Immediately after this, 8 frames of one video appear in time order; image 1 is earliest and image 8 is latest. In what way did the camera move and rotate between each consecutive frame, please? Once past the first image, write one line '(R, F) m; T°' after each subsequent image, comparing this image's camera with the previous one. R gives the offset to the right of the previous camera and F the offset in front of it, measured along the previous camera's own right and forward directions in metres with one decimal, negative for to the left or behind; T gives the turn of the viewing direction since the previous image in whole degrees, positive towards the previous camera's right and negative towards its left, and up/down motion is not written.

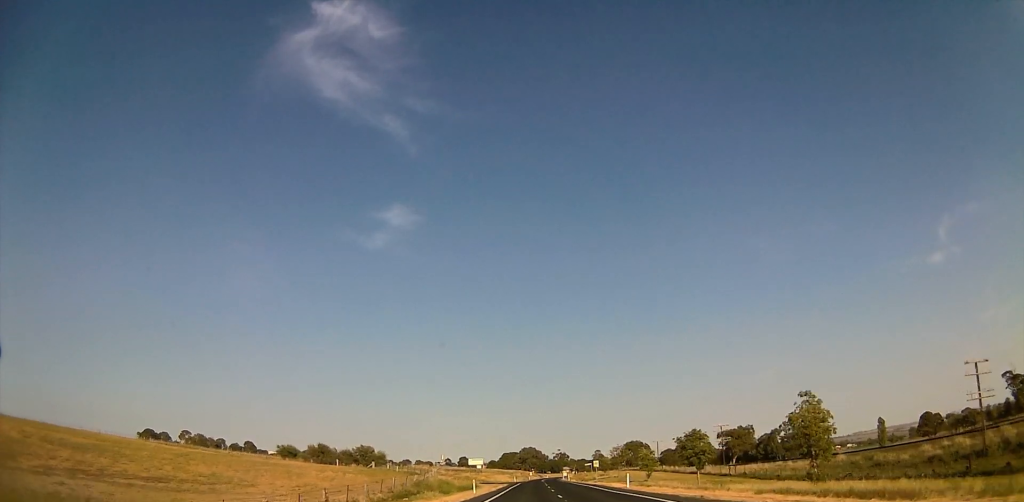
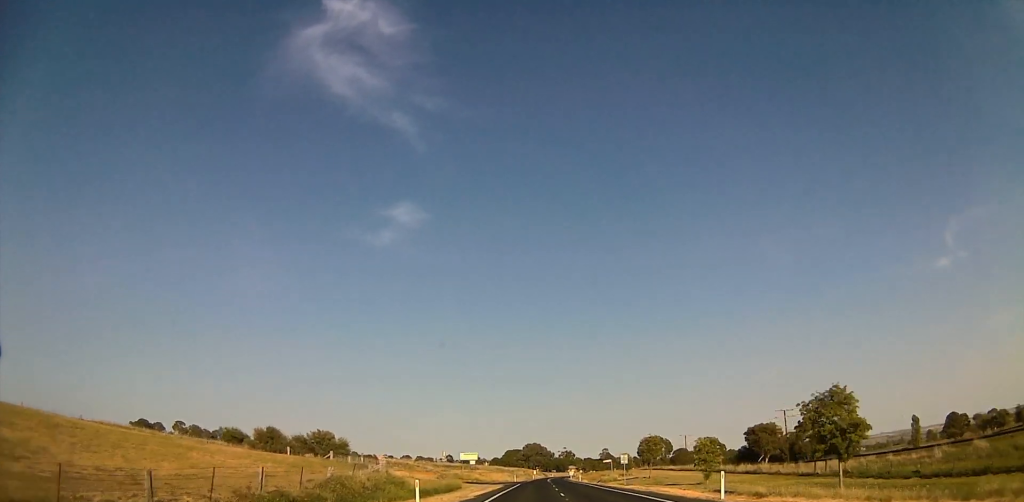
(+0.2, +24.2) m; 0°
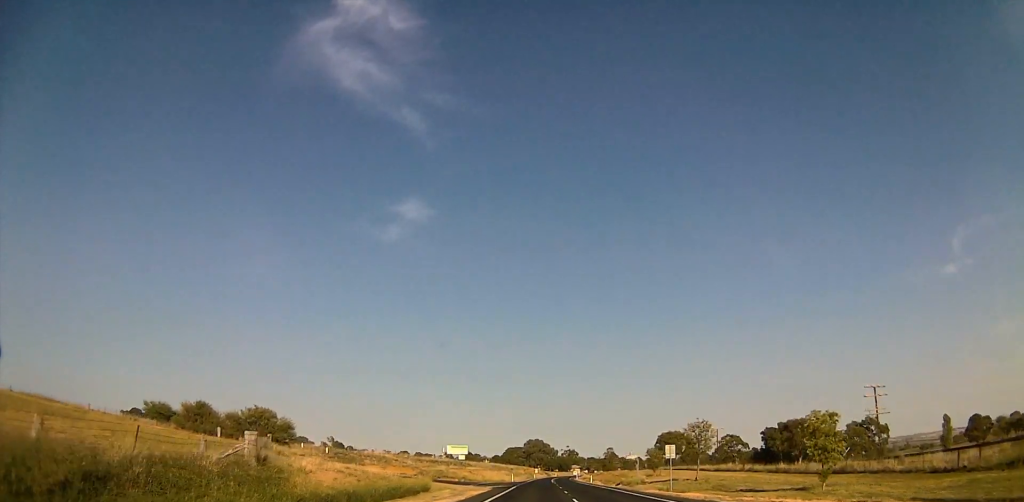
(0.0, +20.3) m; 0°
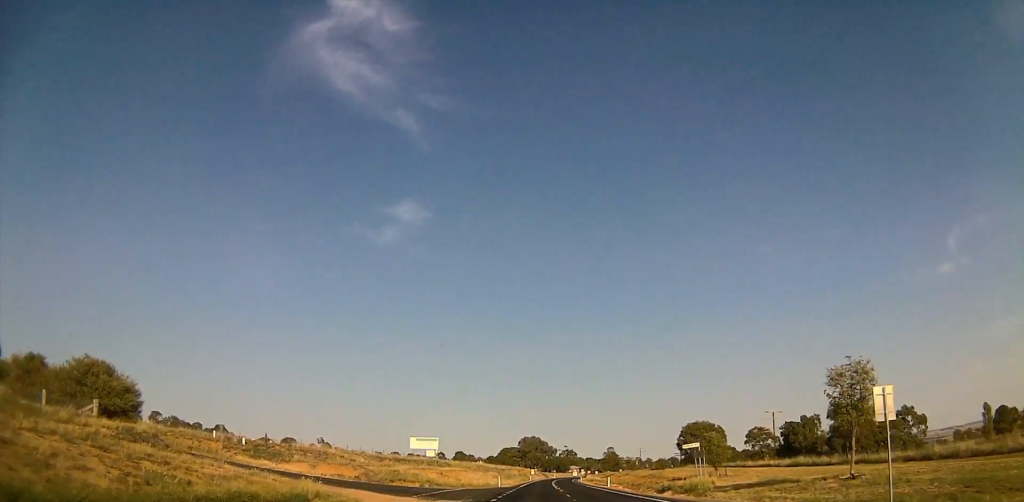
(0.0, +26.3) m; 0°
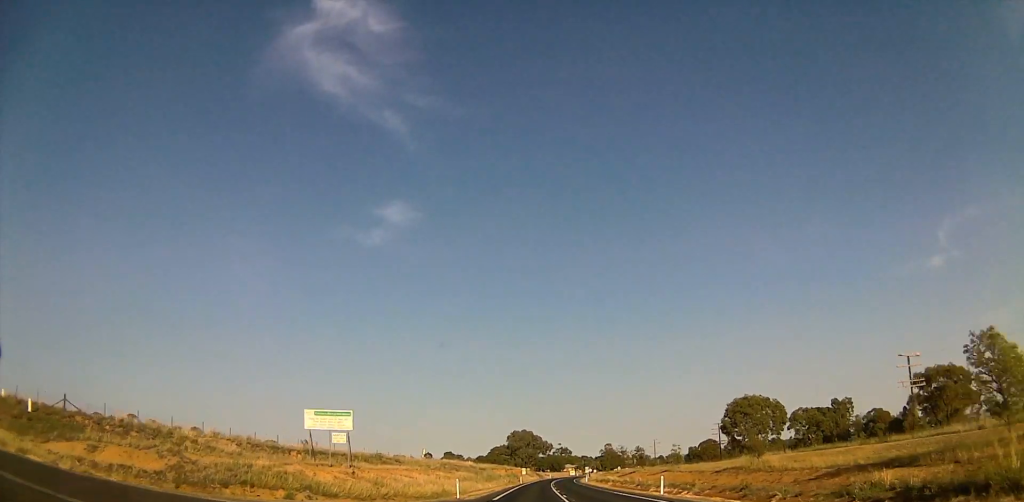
(0.0, +30.9) m; 0°
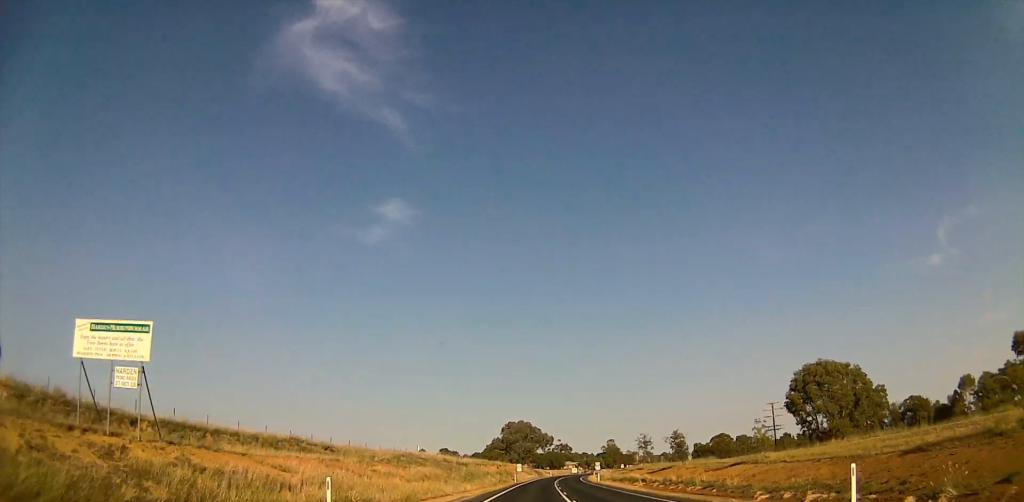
(0.0, +22.0) m; 0°
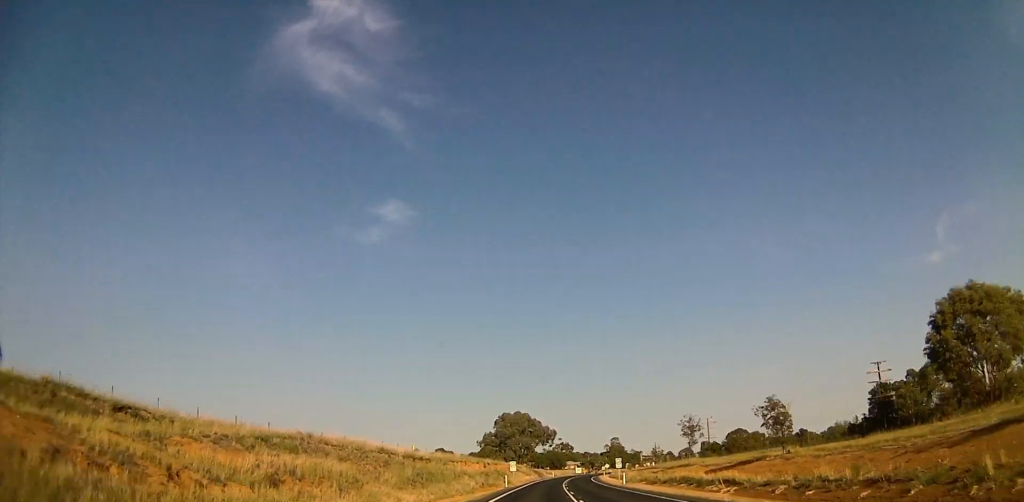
(0.0, +23.1) m; 0°
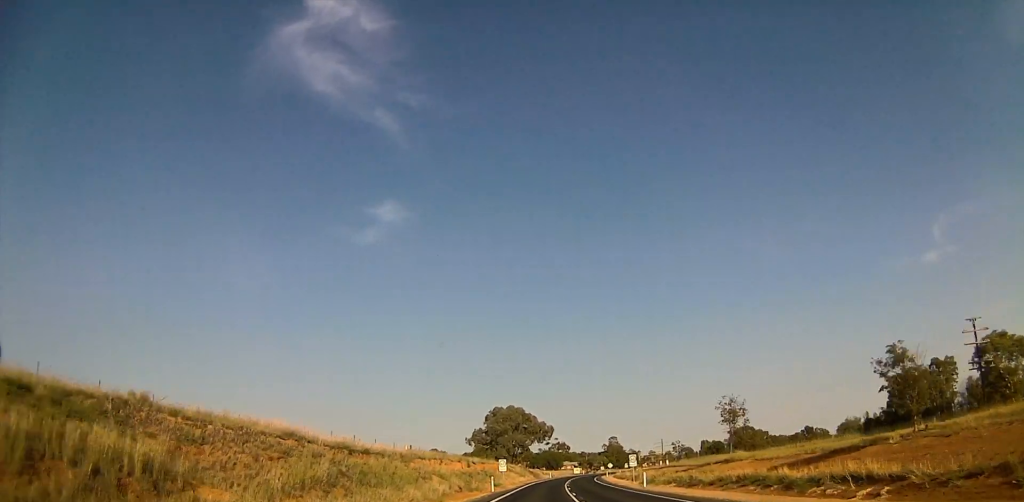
(0.0, +12.6) m; 0°
